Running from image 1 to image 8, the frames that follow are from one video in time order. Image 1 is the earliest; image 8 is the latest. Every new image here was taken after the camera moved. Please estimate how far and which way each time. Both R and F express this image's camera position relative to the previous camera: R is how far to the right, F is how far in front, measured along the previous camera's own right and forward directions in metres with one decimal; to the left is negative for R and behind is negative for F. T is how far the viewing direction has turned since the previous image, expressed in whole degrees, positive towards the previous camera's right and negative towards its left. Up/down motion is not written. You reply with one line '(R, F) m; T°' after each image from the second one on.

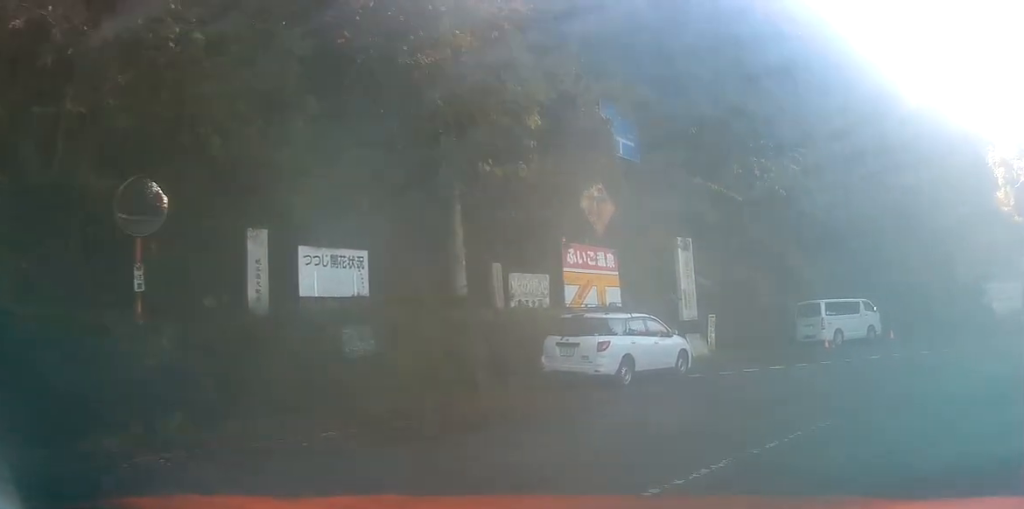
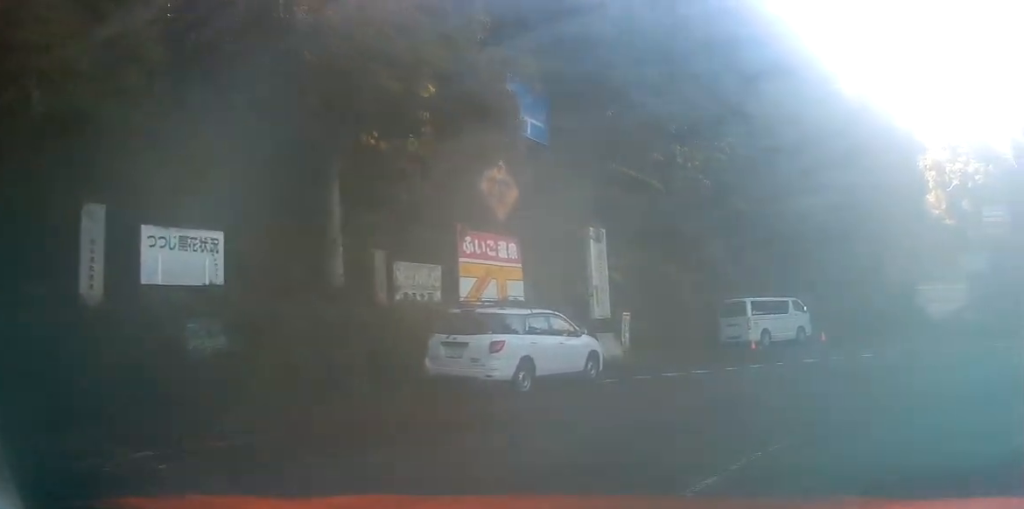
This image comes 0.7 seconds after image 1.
(-0.2, +2.0) m; 0°
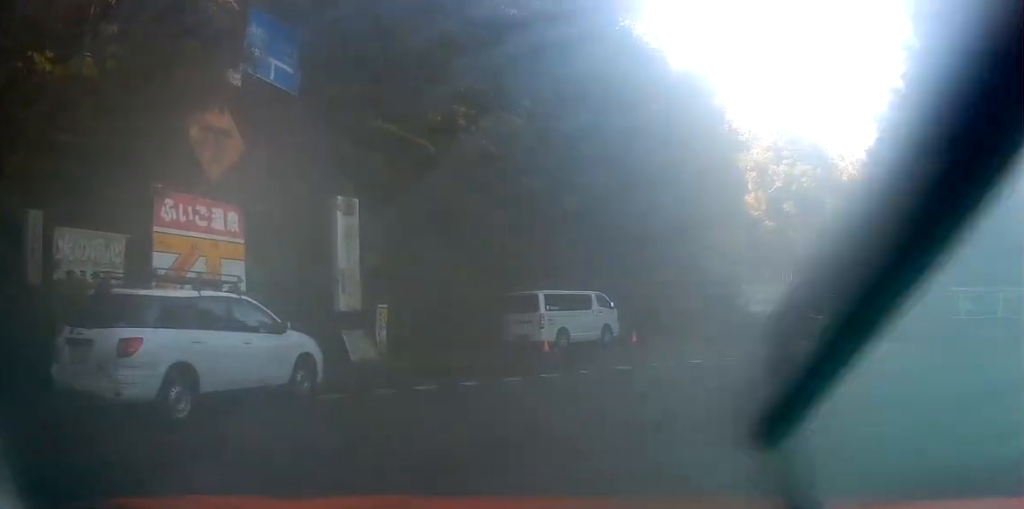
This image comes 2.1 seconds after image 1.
(+0.5, +4.8) m; +9°
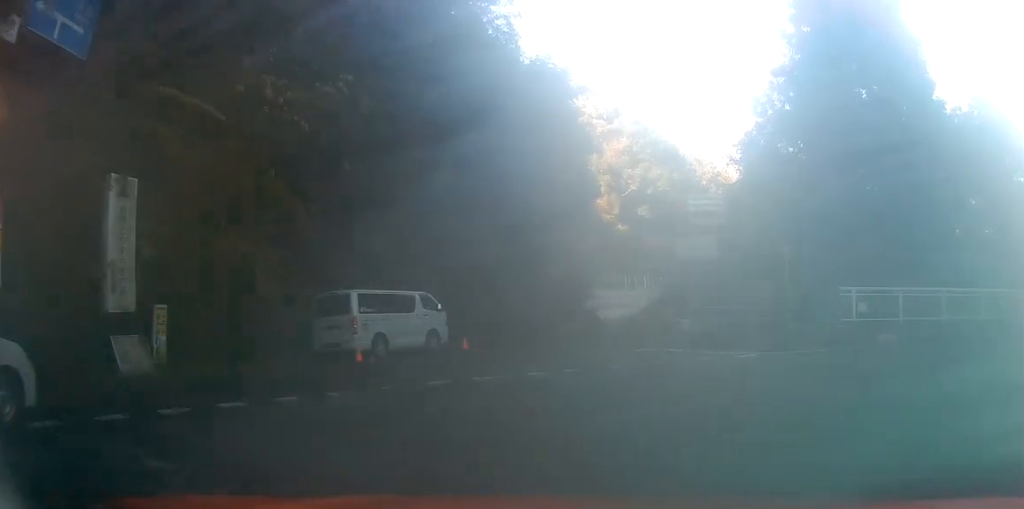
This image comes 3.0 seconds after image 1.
(+0.1, +3.1) m; +6°
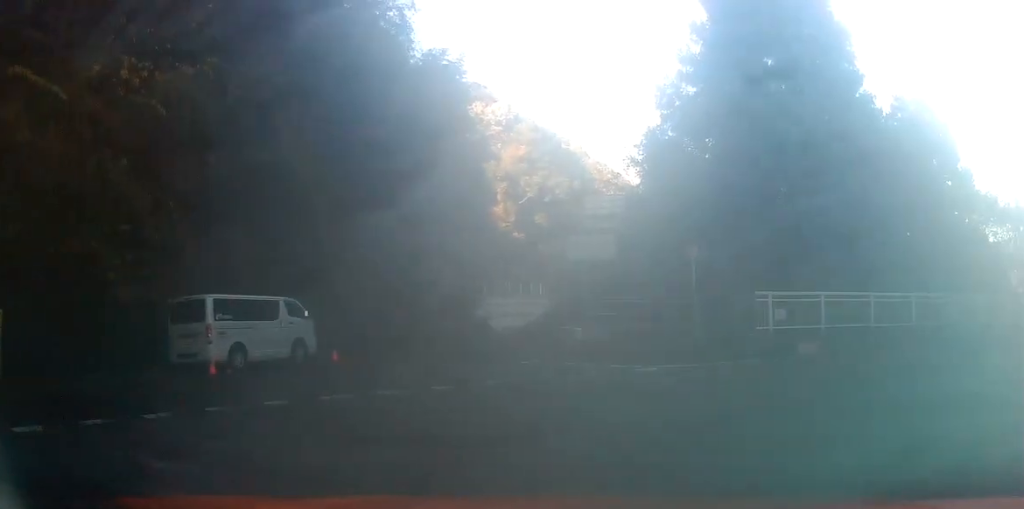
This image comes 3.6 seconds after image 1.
(-0.1, +2.0) m; +6°
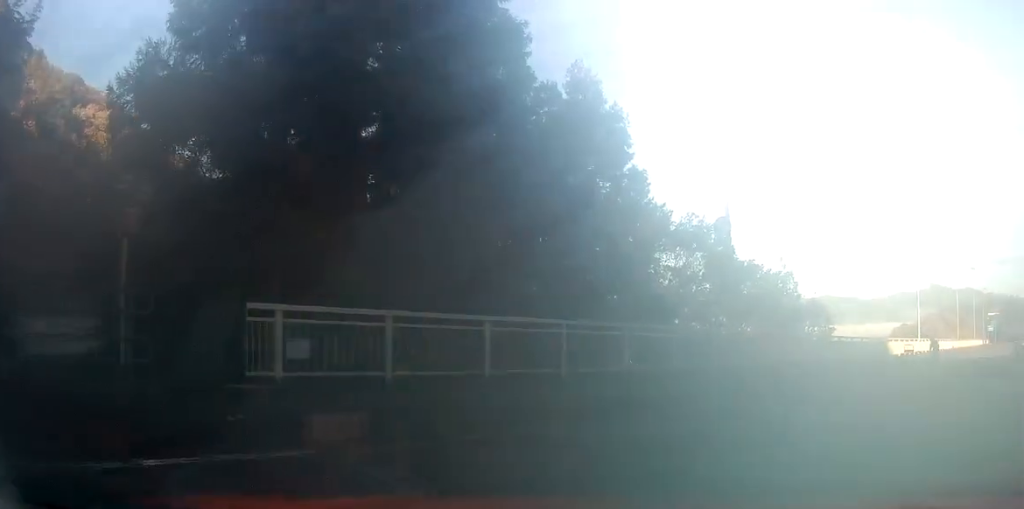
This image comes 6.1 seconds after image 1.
(+4.1, +6.5) m; +50°
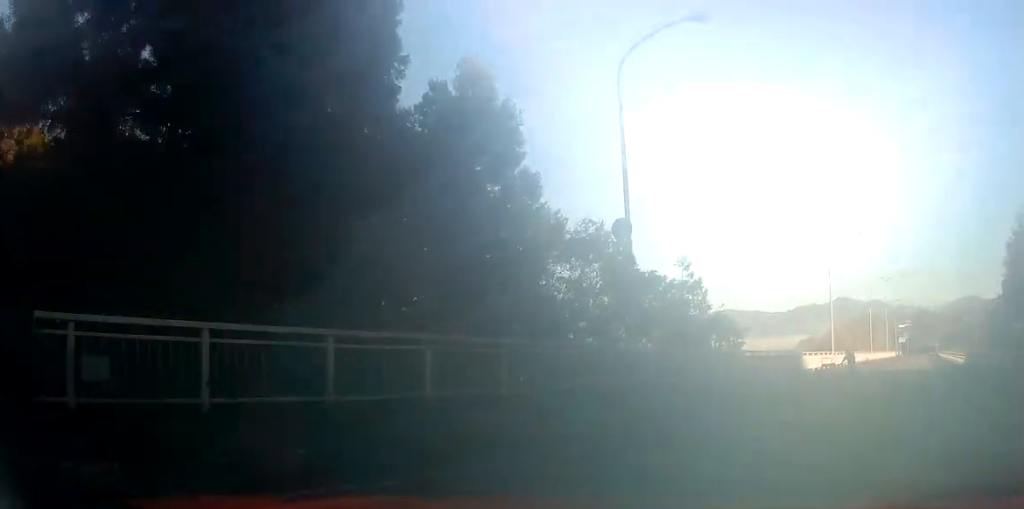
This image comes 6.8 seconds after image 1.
(0.0, +2.1) m; +3°
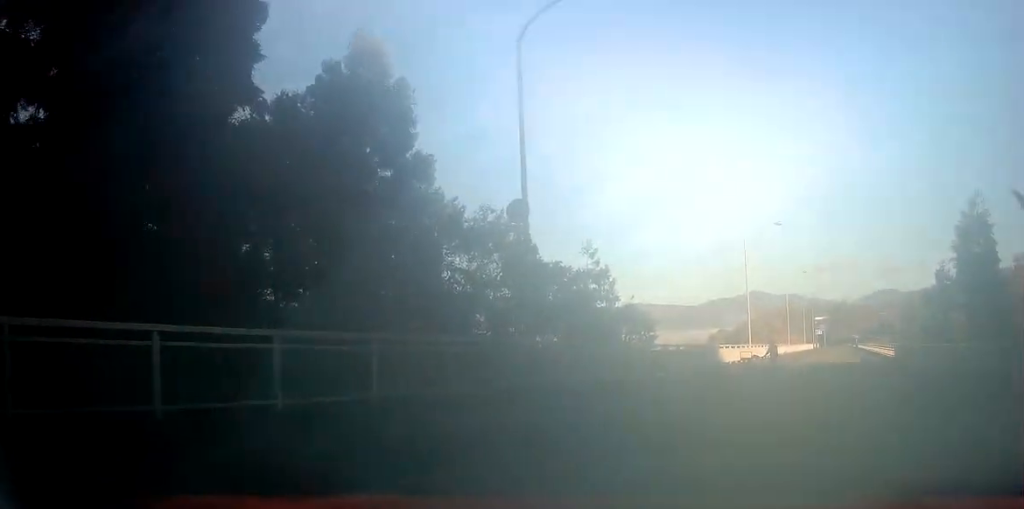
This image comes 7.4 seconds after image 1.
(+0.1, +2.0) m; +4°
